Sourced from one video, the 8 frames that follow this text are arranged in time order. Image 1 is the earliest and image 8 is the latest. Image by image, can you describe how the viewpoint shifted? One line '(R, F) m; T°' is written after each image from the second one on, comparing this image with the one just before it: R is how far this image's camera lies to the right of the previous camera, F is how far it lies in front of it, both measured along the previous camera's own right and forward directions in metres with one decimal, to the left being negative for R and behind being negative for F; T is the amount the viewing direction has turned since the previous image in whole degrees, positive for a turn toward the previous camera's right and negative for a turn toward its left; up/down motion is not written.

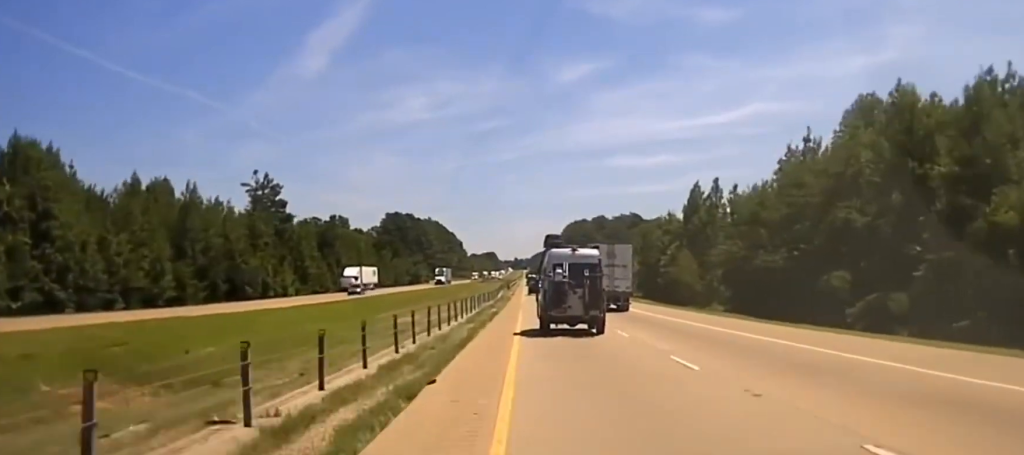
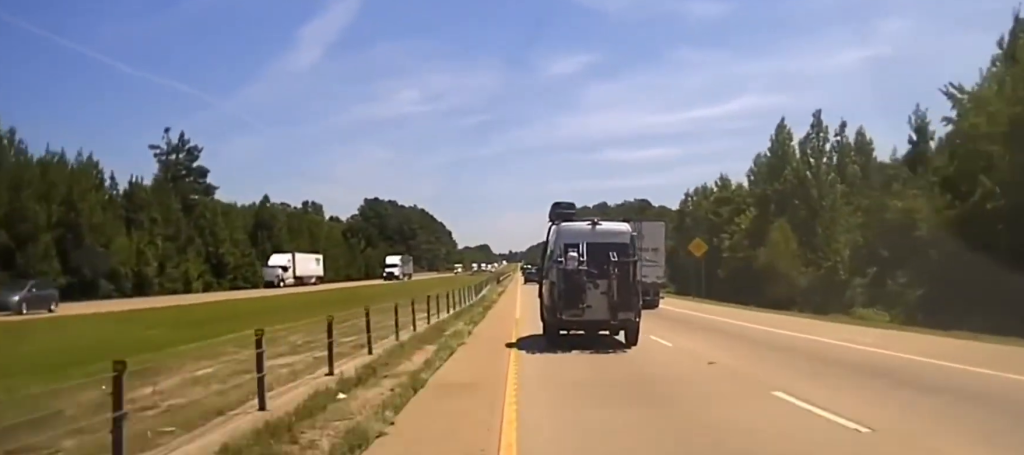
(+0.3, +46.1) m; +1°
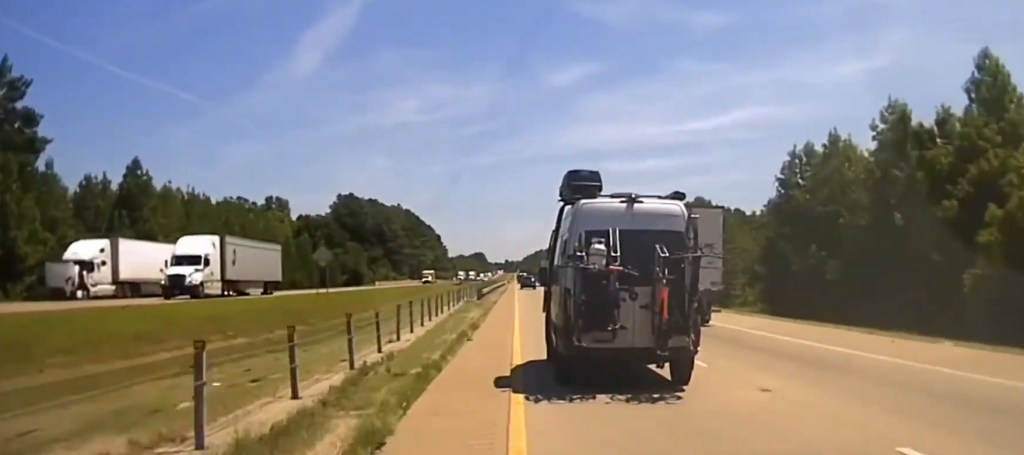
(+0.2, +57.4) m; 0°
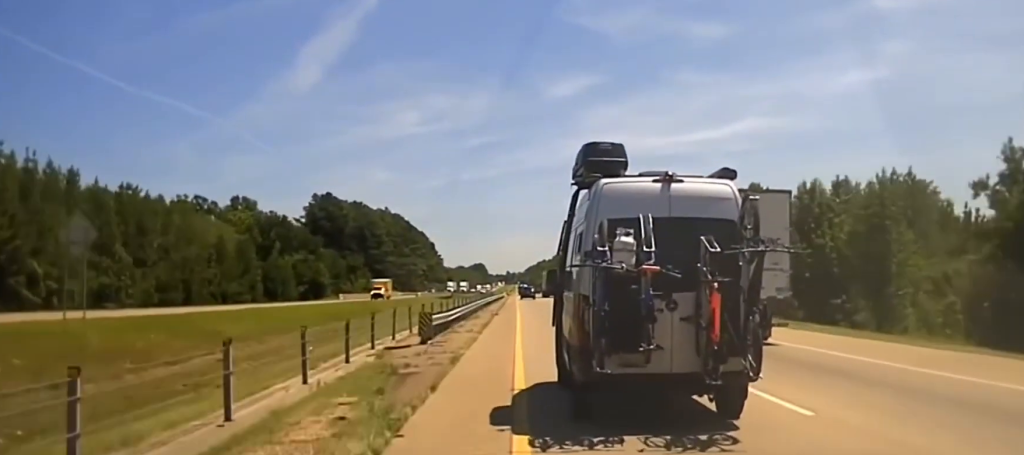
(-0.2, +42.1) m; -1°
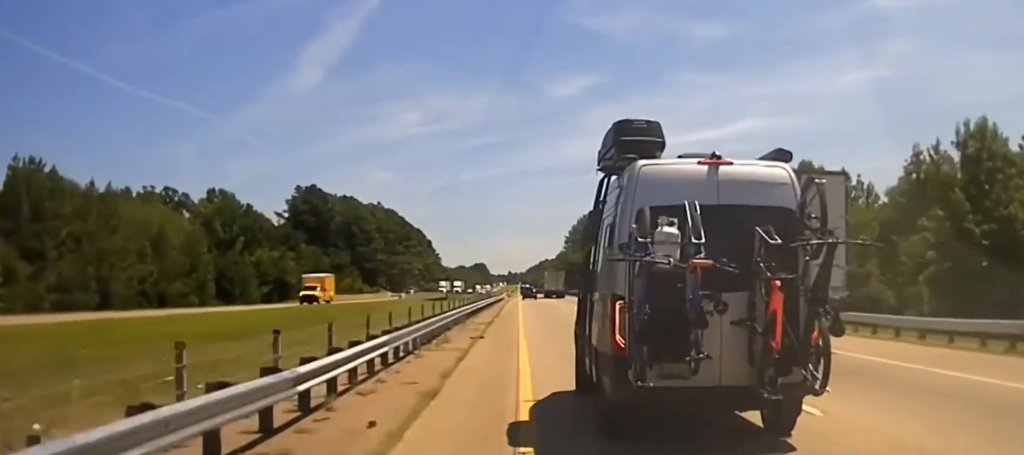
(-0.1, +19.4) m; 0°
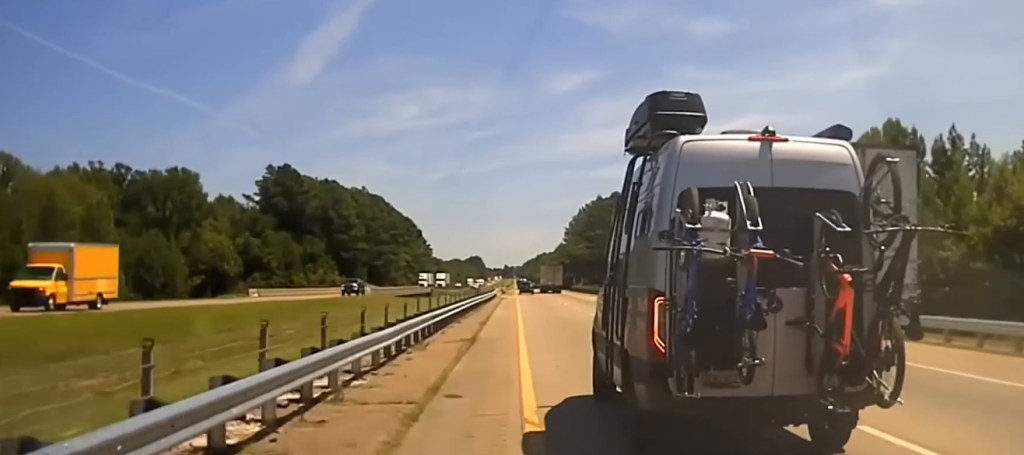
(0.0, +25.0) m; +1°
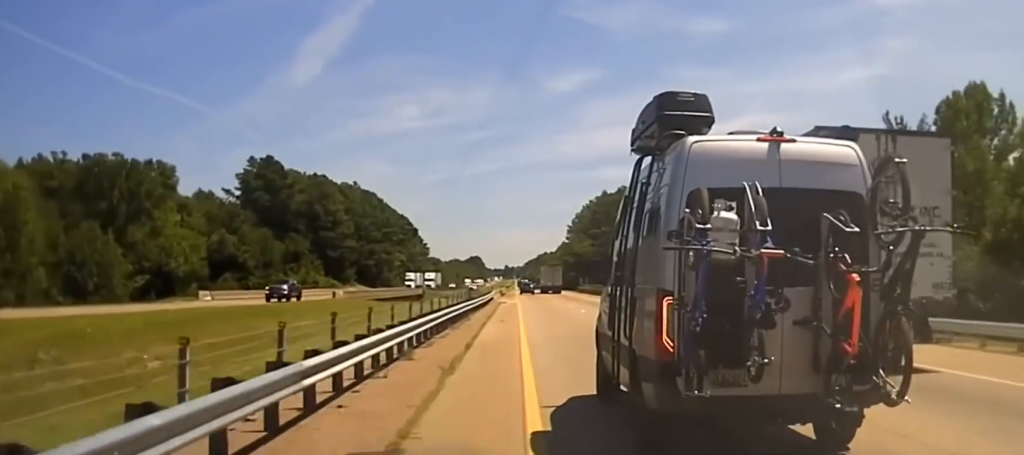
(0.0, +15.4) m; 0°
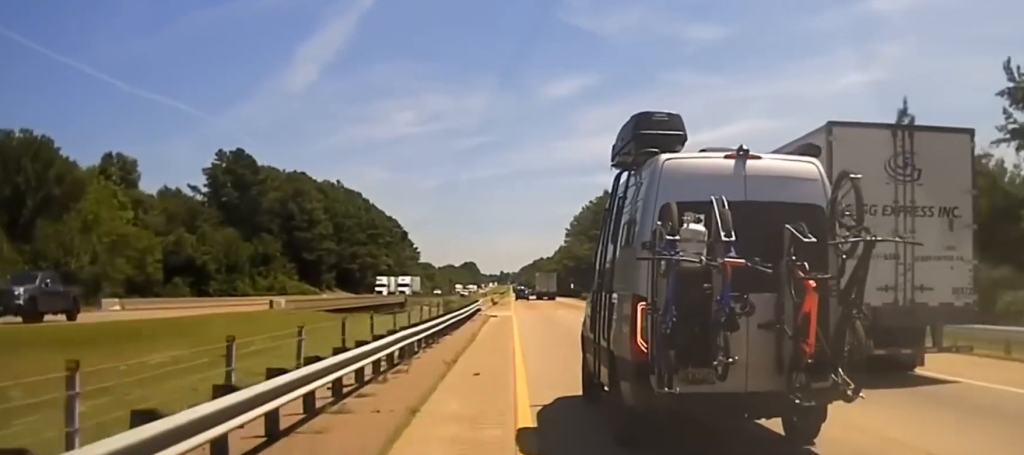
(+0.2, +19.8) m; 0°
